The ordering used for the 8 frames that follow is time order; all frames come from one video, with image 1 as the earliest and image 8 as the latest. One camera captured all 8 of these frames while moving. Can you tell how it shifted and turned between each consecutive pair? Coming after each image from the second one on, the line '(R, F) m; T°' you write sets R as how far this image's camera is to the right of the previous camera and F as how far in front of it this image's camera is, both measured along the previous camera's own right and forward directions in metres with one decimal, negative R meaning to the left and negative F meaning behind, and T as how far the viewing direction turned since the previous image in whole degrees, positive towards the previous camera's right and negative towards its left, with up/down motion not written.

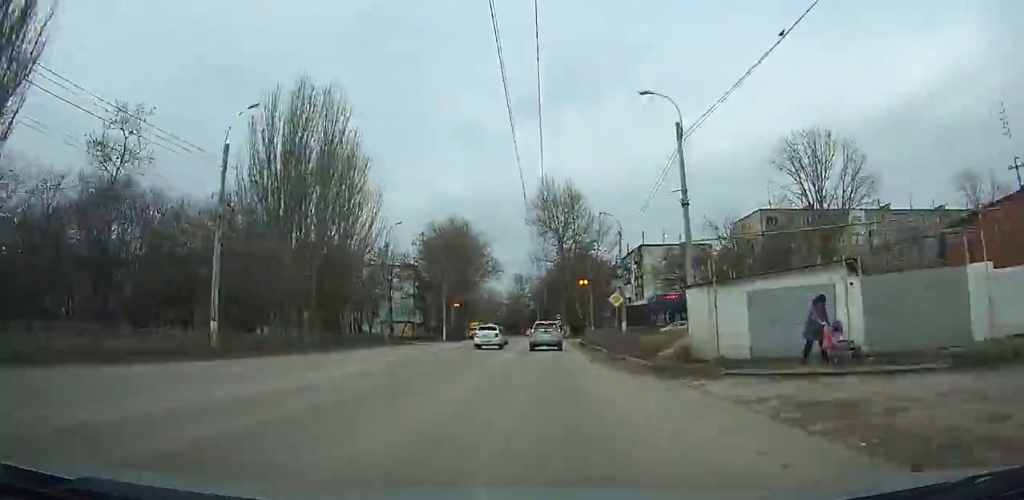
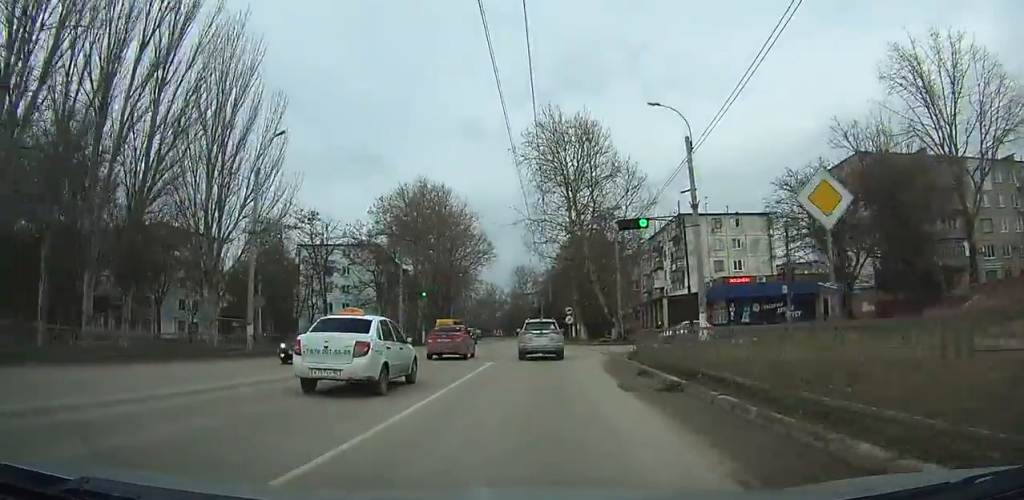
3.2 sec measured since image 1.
(-0.9, +28.7) m; -5°
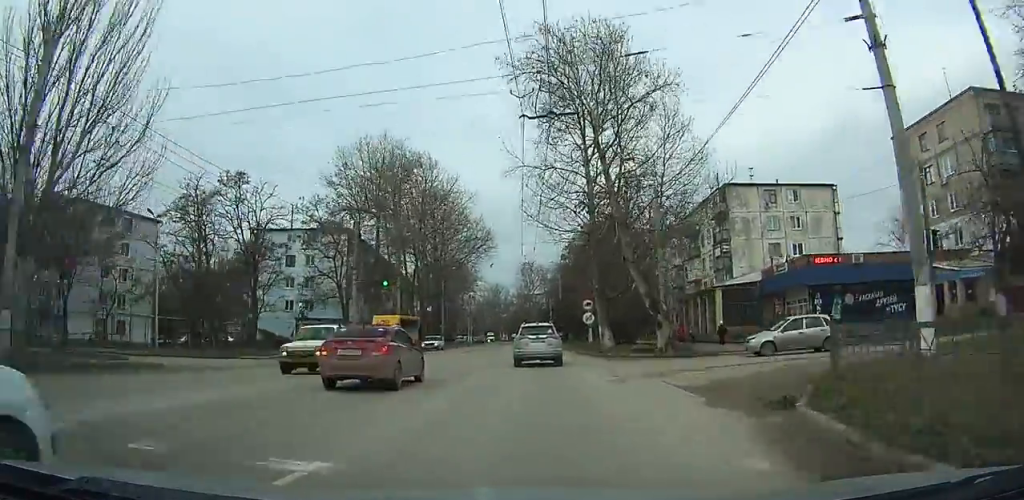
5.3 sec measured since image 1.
(-0.6, +18.2) m; -3°
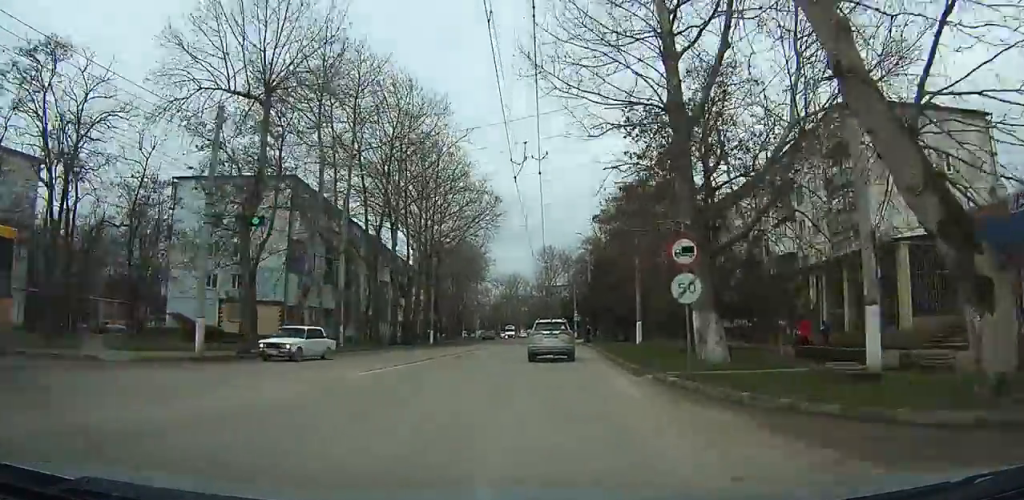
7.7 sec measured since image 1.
(-0.2, +22.9) m; 0°
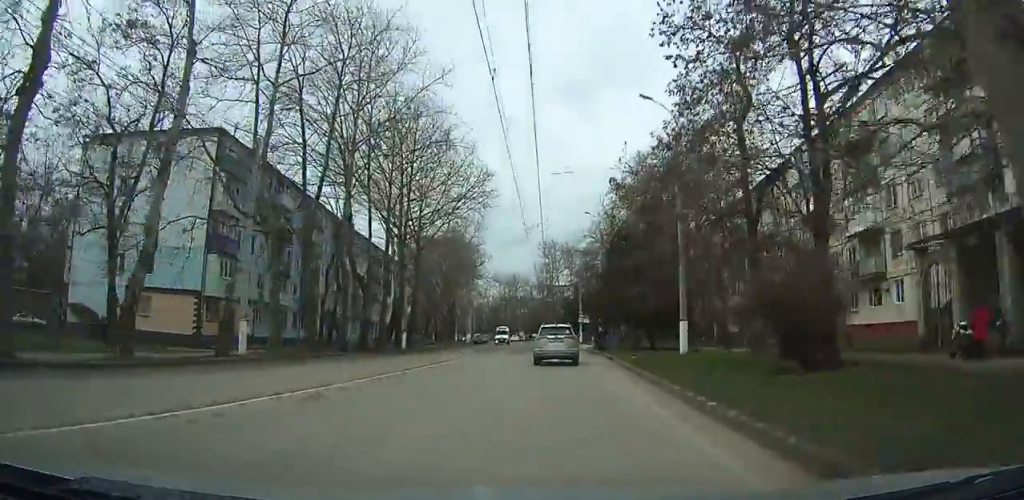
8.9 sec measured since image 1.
(+0.3, +13.1) m; -1°
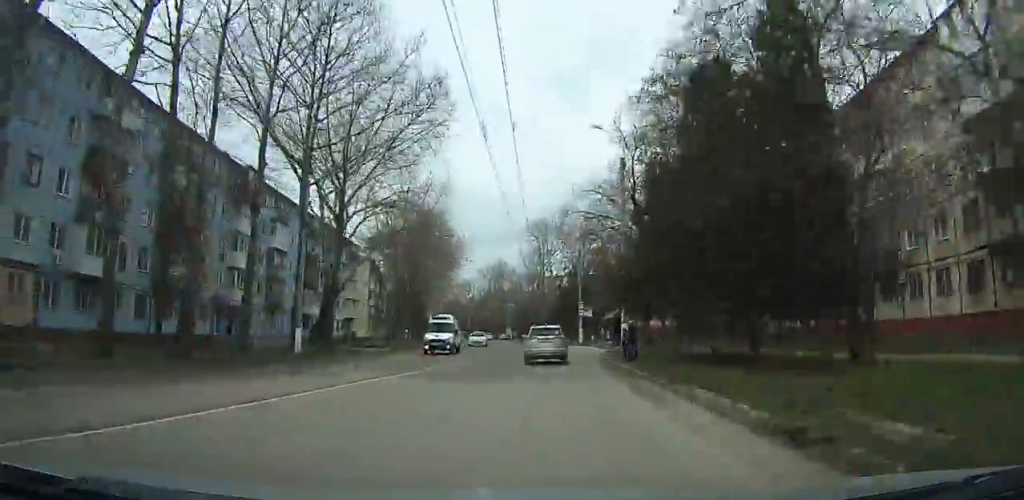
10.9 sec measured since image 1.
(-0.7, +22.1) m; +2°
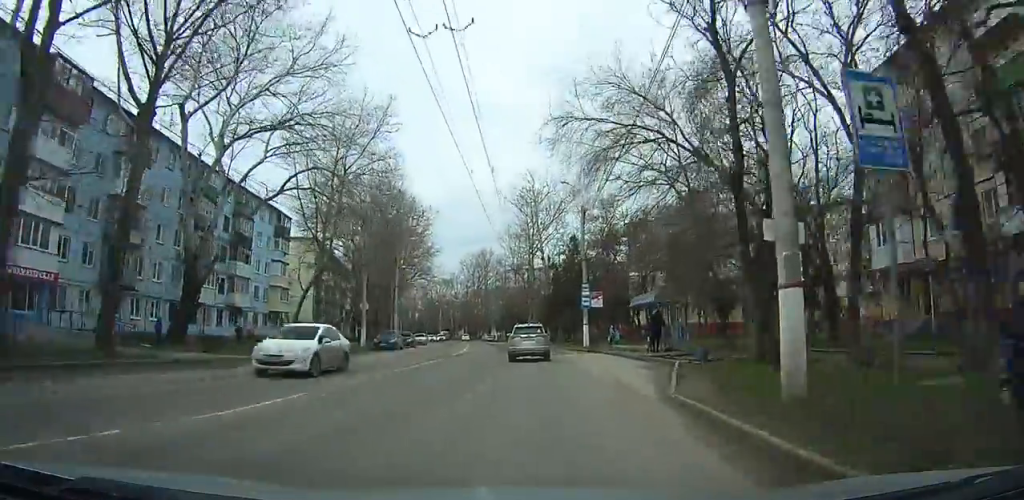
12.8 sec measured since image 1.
(+1.4, +22.1) m; +1°
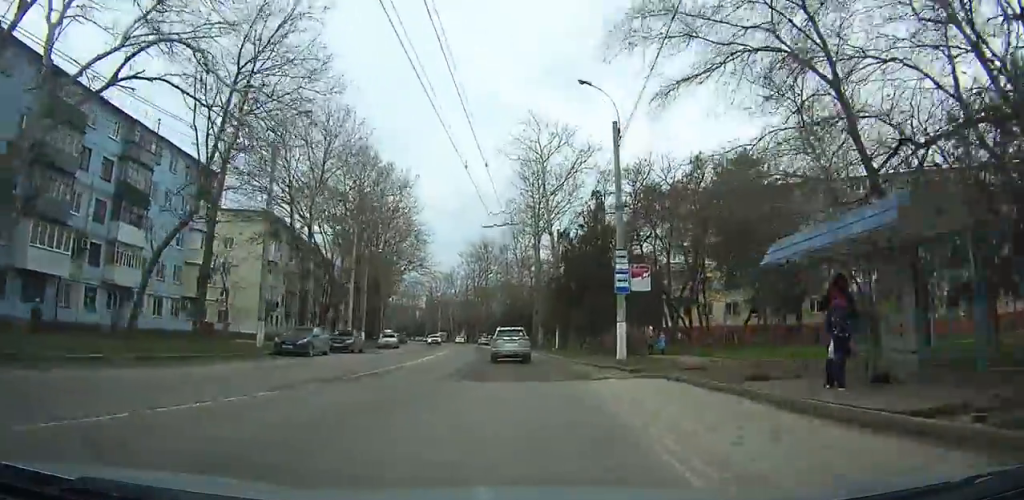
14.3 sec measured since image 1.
(-0.3, +18.3) m; -3°
